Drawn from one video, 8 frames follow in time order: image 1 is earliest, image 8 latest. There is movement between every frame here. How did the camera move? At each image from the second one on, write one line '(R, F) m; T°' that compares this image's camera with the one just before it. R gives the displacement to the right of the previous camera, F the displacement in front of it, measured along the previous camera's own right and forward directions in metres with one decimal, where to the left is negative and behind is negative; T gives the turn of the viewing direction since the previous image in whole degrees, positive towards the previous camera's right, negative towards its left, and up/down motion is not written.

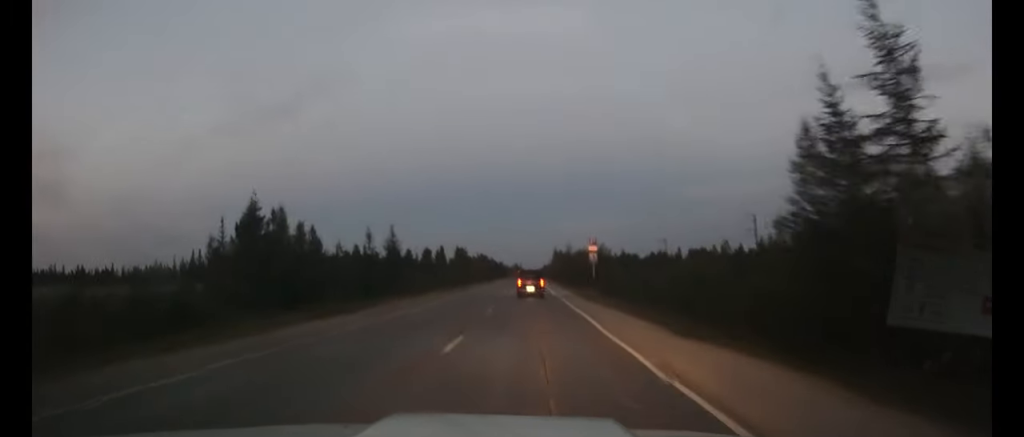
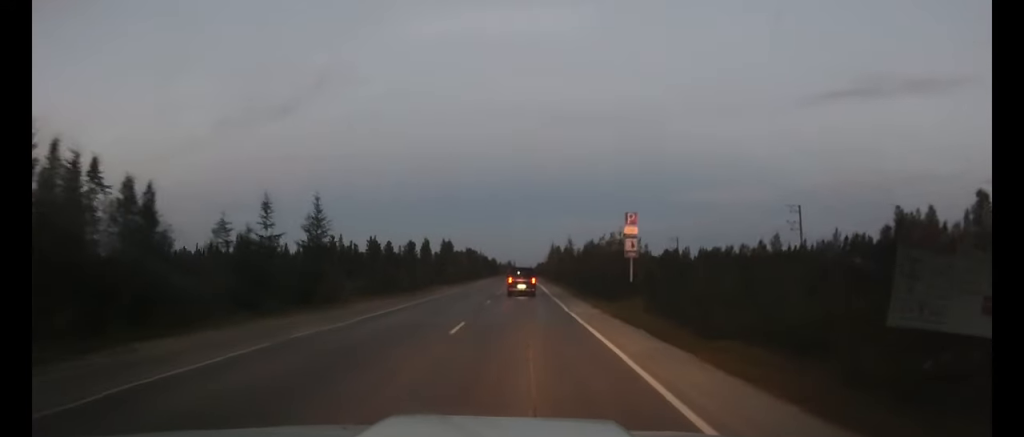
(-0.4, +20.9) m; -1°
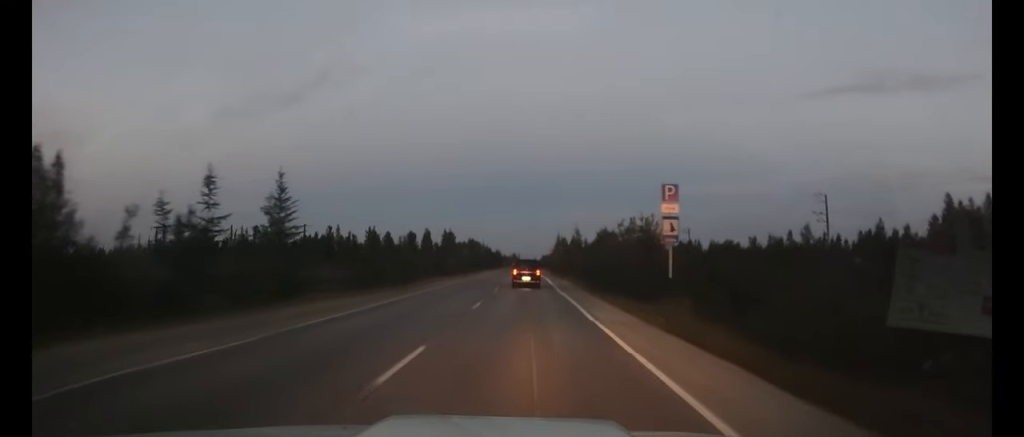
(0.0, +7.2) m; 0°
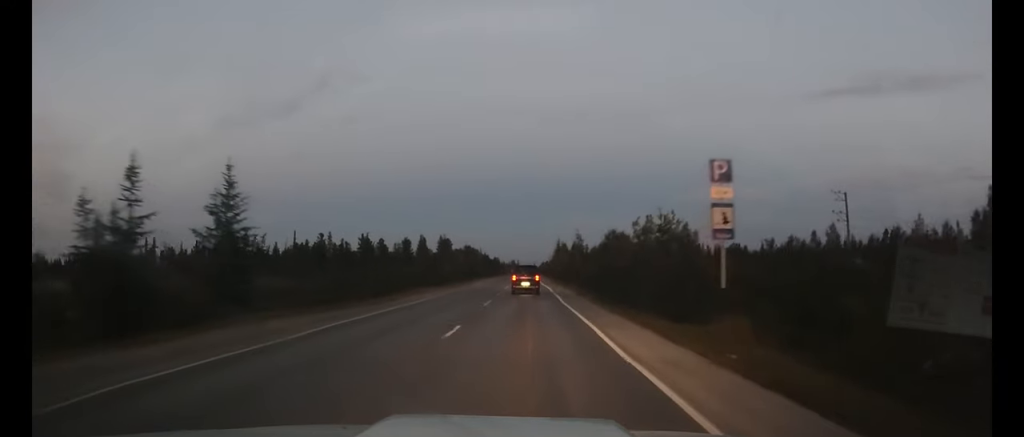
(0.0, +6.4) m; 0°
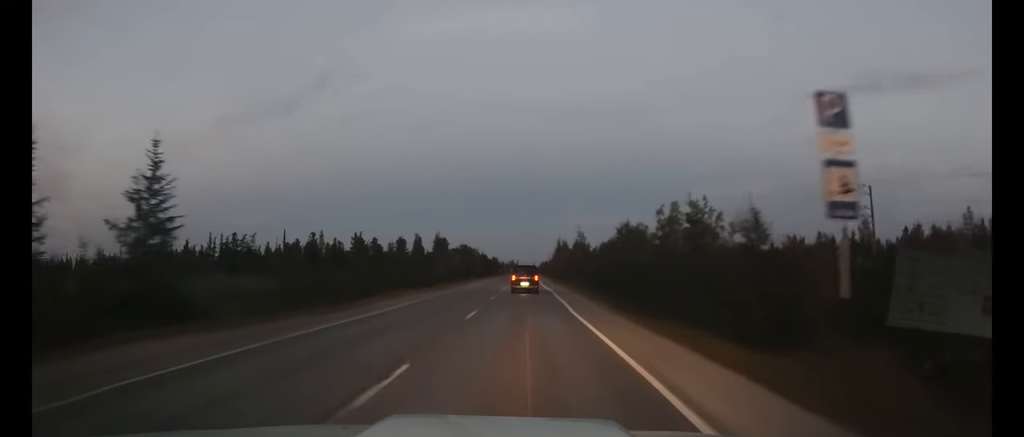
(0.0, +6.7) m; 0°
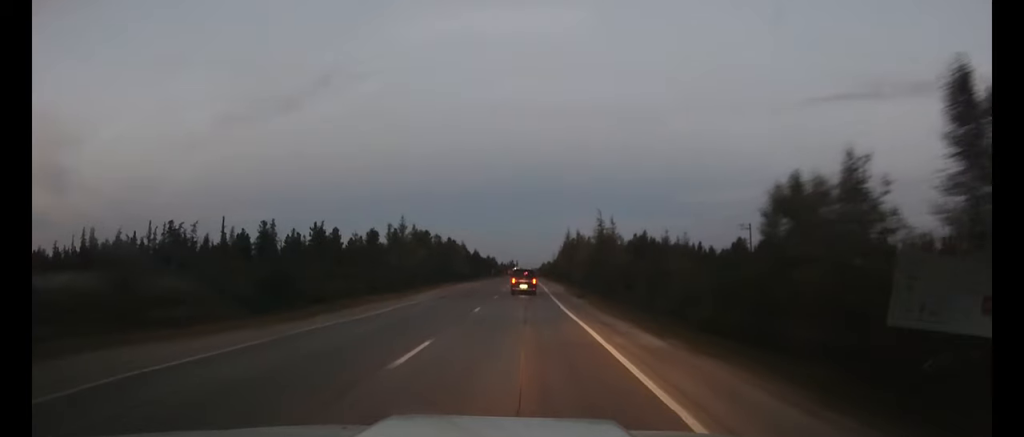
(-0.1, +32.9) m; 0°
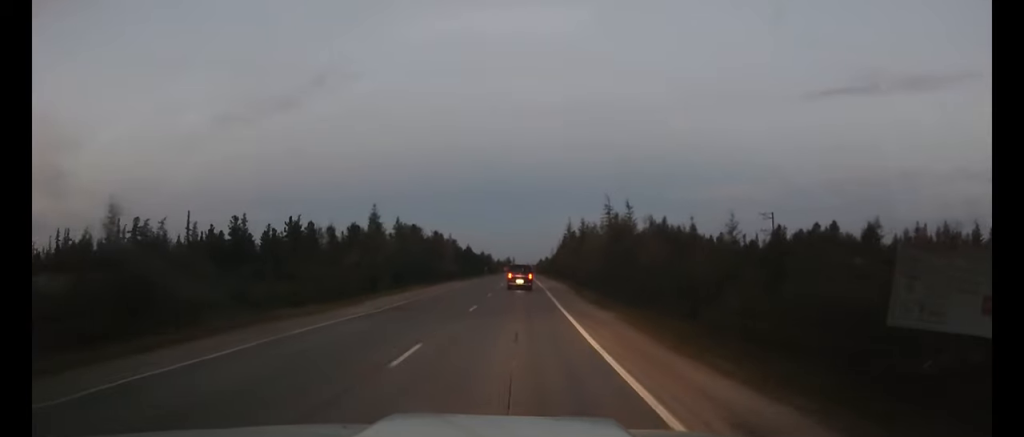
(0.0, +12.3) m; 0°
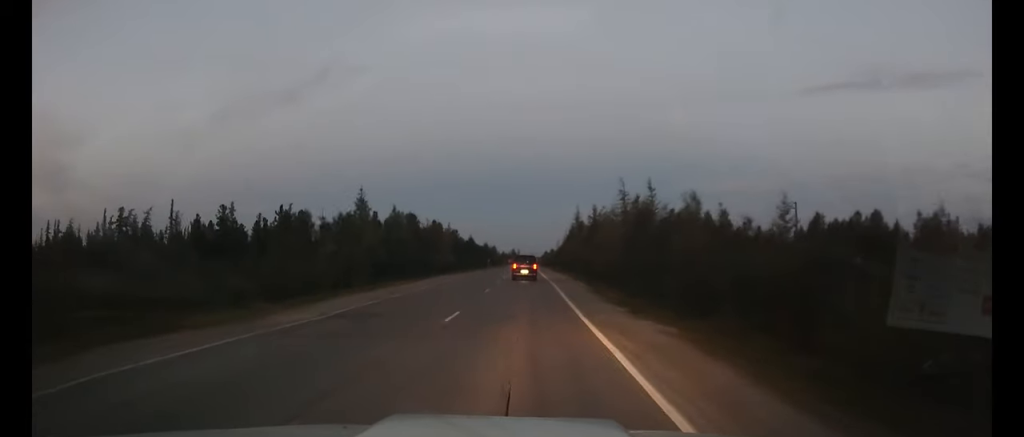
(0.0, +7.2) m; 0°
